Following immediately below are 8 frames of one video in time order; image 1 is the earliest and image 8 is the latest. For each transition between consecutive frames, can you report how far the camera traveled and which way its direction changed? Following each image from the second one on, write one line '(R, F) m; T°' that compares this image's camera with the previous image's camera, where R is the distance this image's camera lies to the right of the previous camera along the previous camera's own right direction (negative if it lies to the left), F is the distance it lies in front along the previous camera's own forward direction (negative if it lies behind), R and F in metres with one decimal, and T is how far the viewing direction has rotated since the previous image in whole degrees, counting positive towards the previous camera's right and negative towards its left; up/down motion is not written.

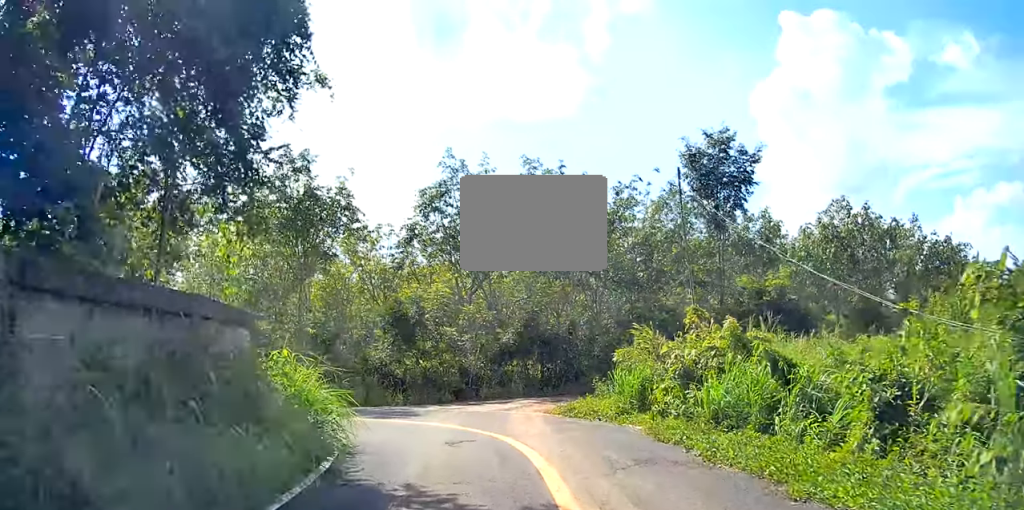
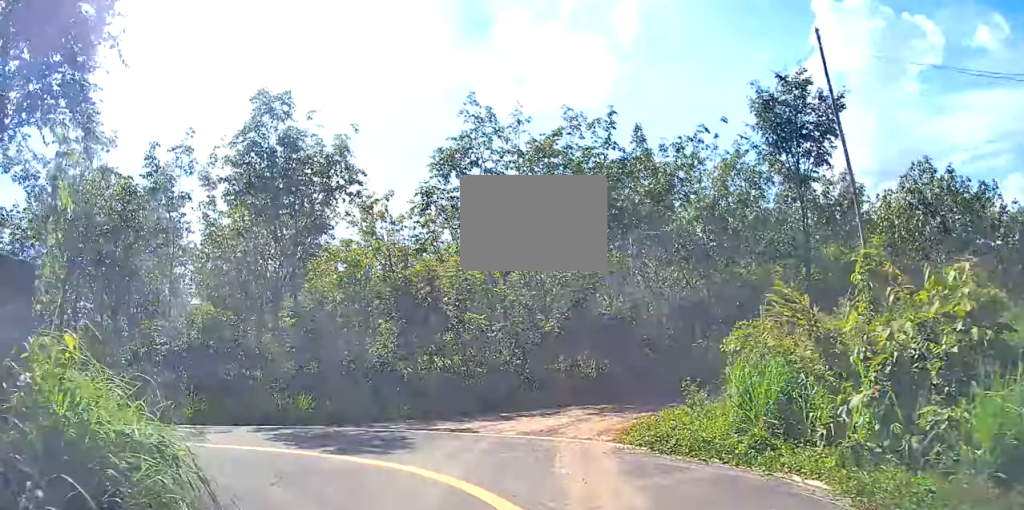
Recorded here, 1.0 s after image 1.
(-0.4, +6.2) m; -4°
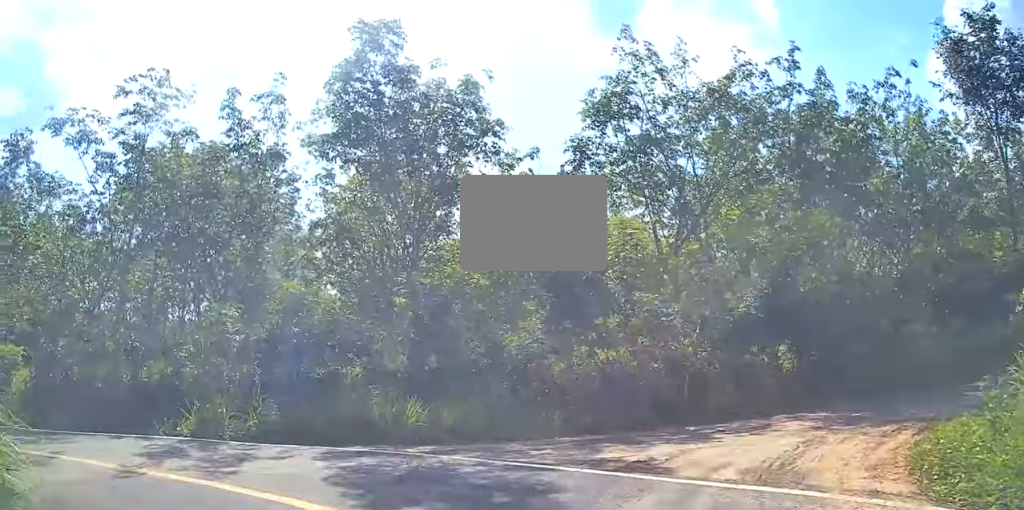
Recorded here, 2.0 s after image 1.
(0.0, +4.9) m; -10°
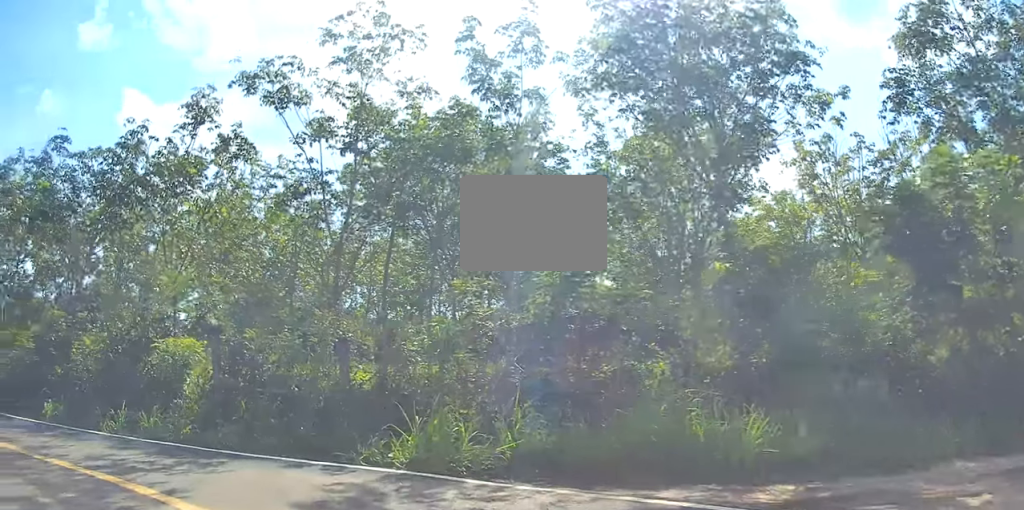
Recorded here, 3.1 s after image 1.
(-0.9, +4.0) m; -39°
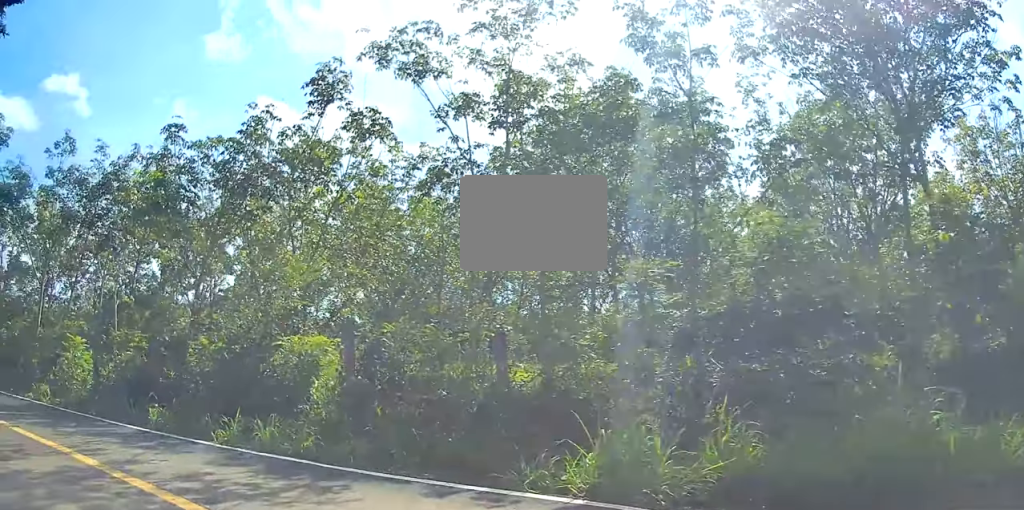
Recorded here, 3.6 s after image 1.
(-0.4, +1.5) m; -21°
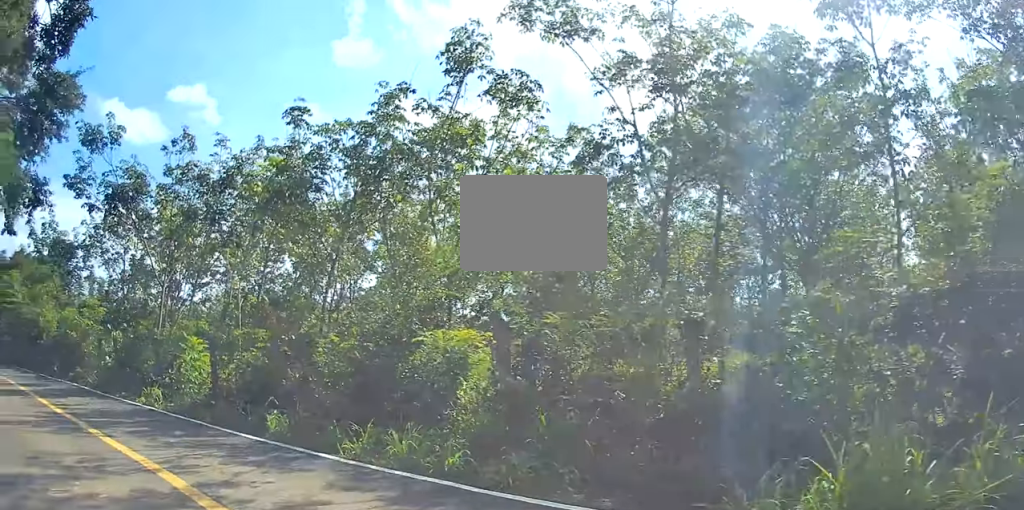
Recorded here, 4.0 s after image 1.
(-0.5, +1.4) m; -18°
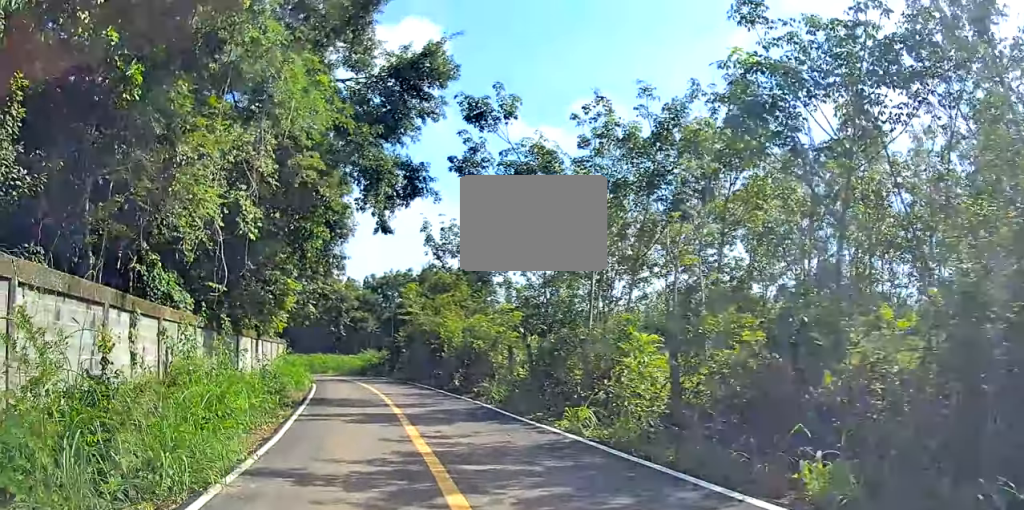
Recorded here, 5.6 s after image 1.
(-1.2, +5.1) m; -16°
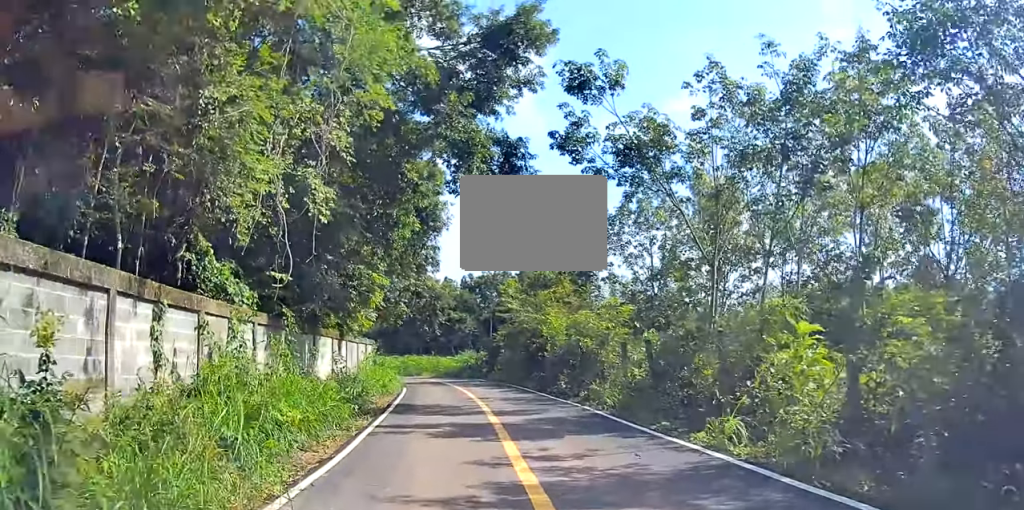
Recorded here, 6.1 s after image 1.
(0.0, +2.0) m; -1°
